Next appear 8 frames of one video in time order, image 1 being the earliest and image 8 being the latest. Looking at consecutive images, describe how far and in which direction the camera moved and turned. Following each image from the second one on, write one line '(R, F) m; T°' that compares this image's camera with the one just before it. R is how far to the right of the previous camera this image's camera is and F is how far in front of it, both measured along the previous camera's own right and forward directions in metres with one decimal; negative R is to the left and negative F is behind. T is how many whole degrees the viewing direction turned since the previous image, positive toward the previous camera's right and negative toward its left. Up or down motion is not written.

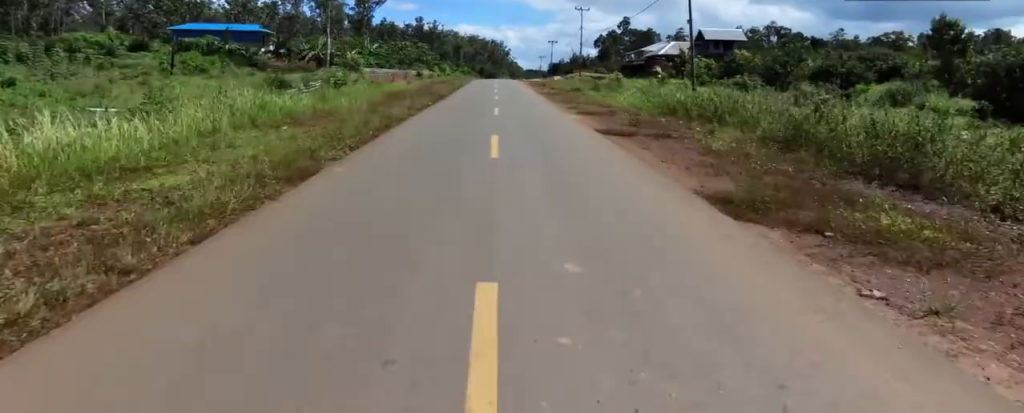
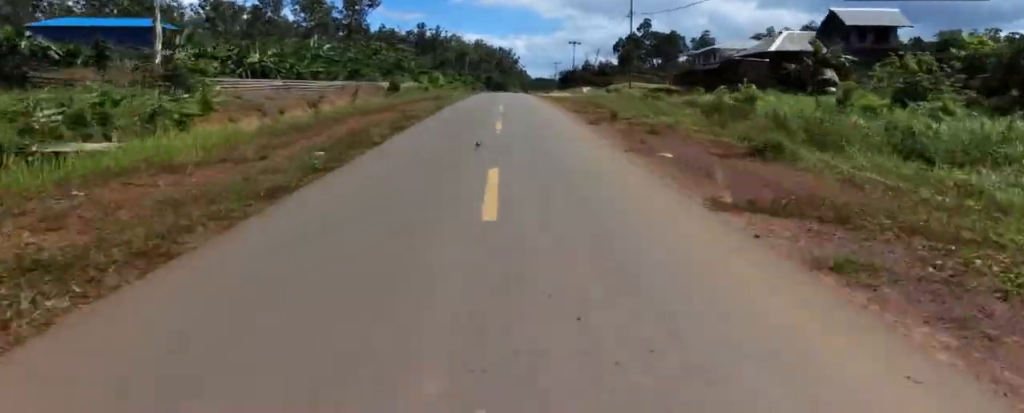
(+0.7, +26.6) m; +1°
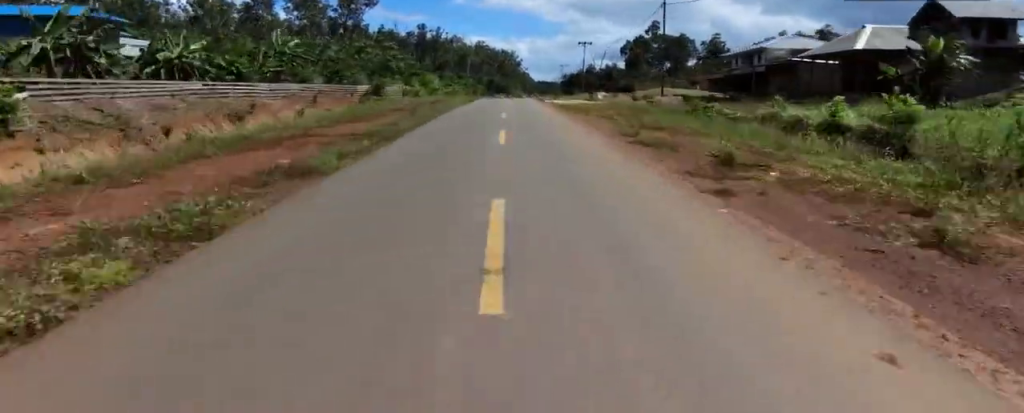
(-0.3, +10.4) m; 0°
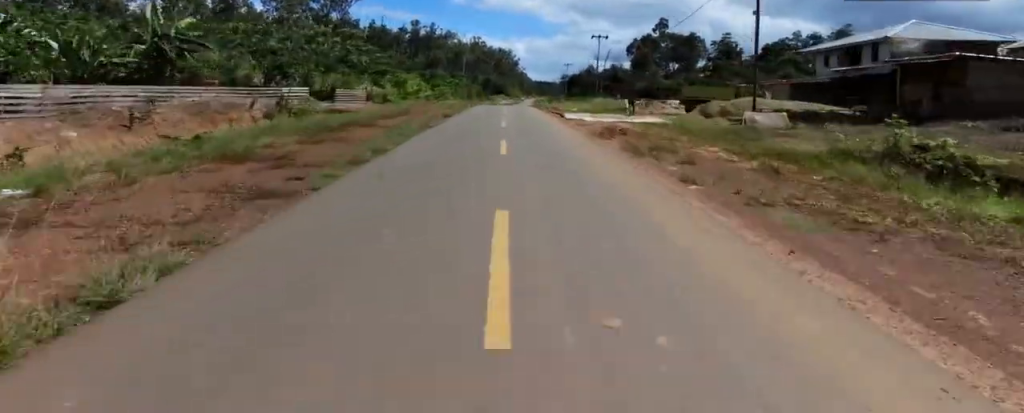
(+0.1, +17.0) m; +2°
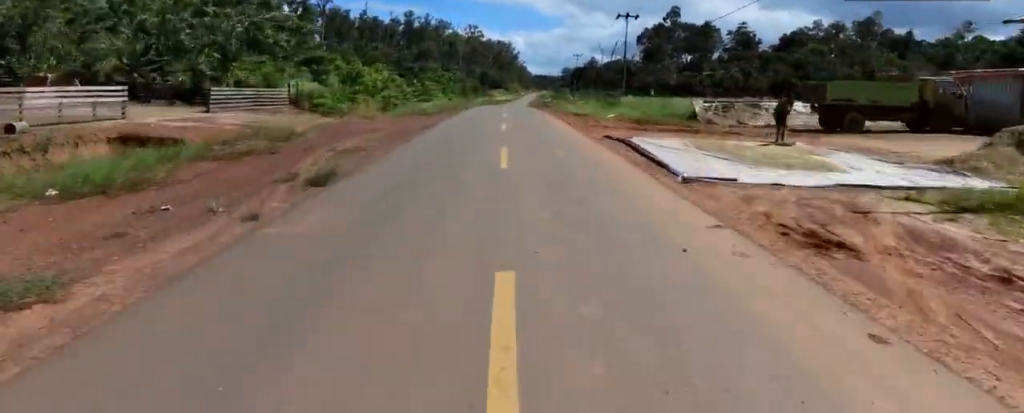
(+0.4, +18.3) m; +1°
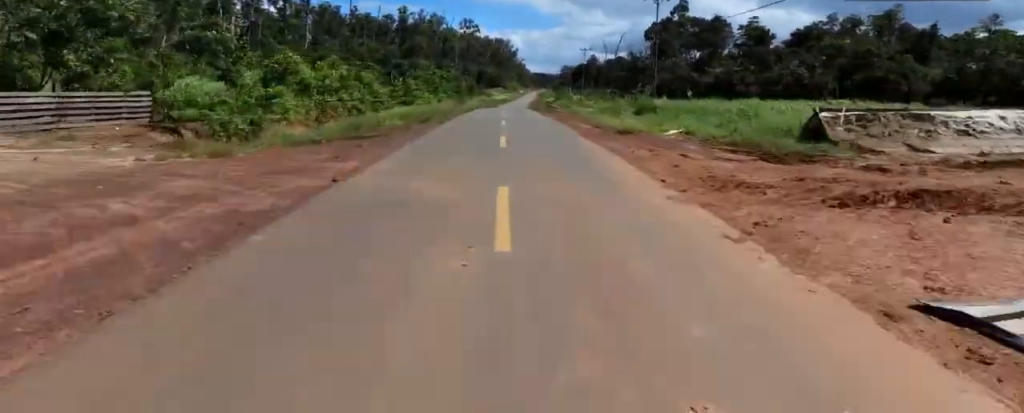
(+0.7, +12.2) m; -1°
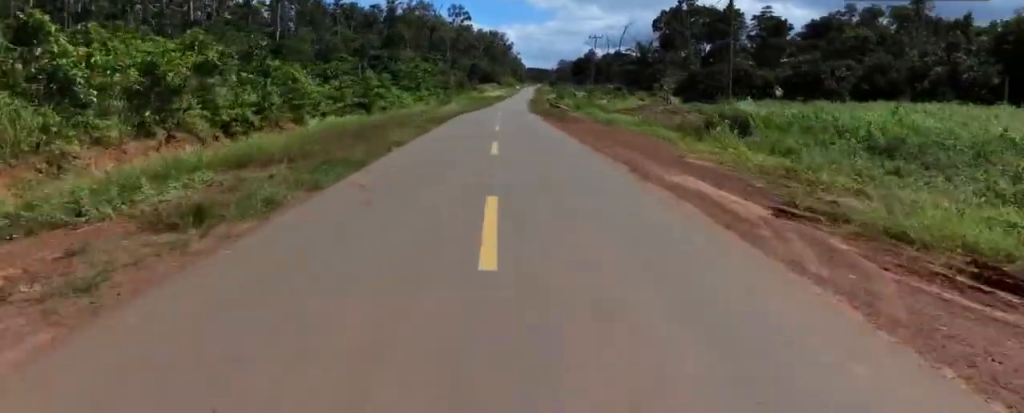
(-1.0, +16.9) m; -2°
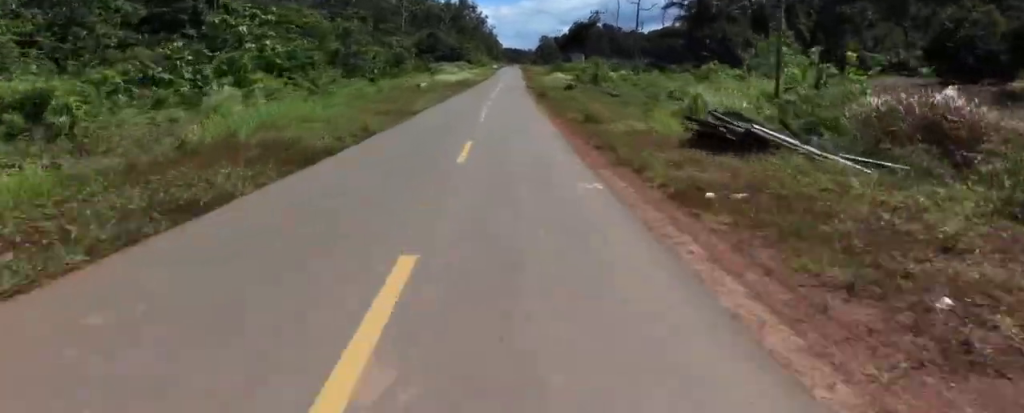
(+1.7, +58.5) m; +4°
